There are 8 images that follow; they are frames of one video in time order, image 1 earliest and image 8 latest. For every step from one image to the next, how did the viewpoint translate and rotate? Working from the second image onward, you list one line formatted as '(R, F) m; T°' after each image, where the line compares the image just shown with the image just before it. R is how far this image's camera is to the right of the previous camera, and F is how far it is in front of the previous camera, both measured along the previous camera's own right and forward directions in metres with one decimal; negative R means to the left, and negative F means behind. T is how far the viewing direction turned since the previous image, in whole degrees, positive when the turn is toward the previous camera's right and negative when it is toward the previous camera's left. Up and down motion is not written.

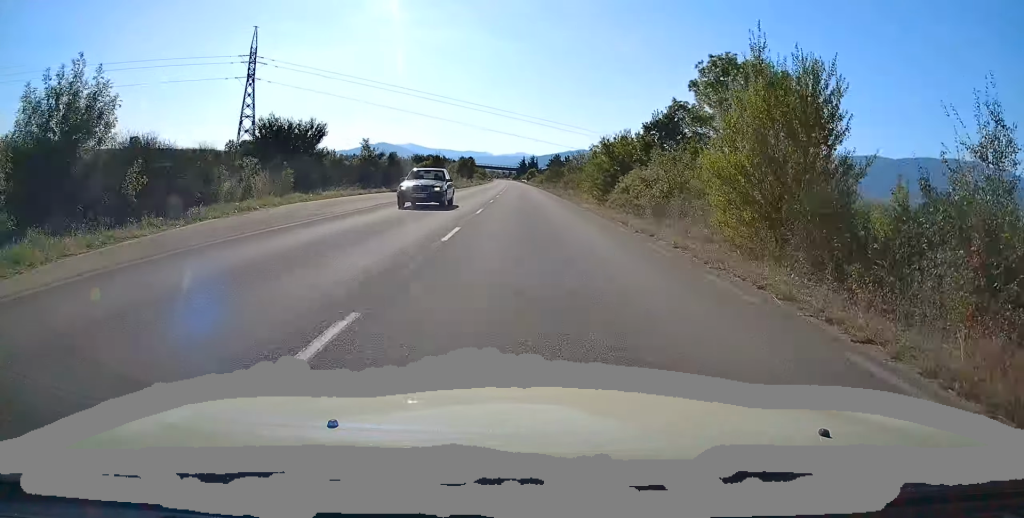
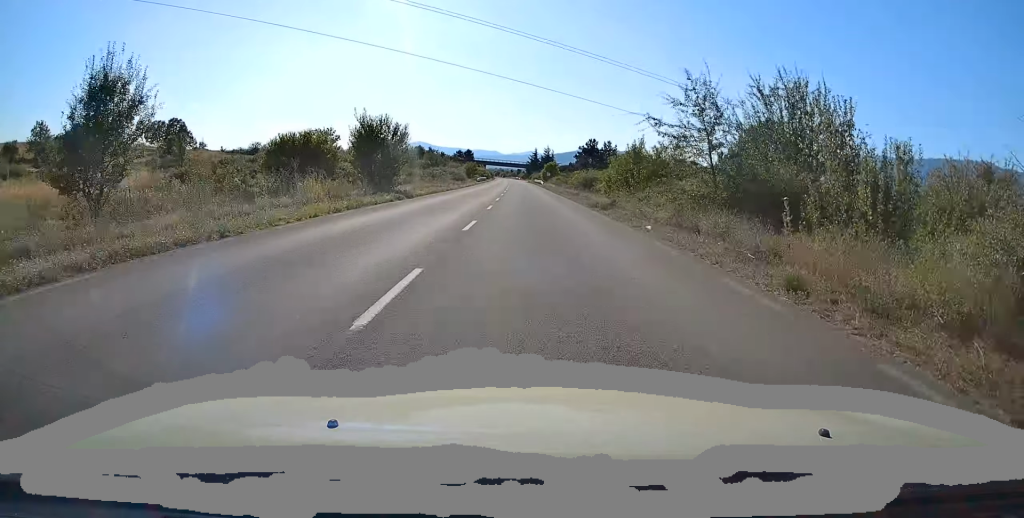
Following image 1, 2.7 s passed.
(0.0, +69.3) m; 0°
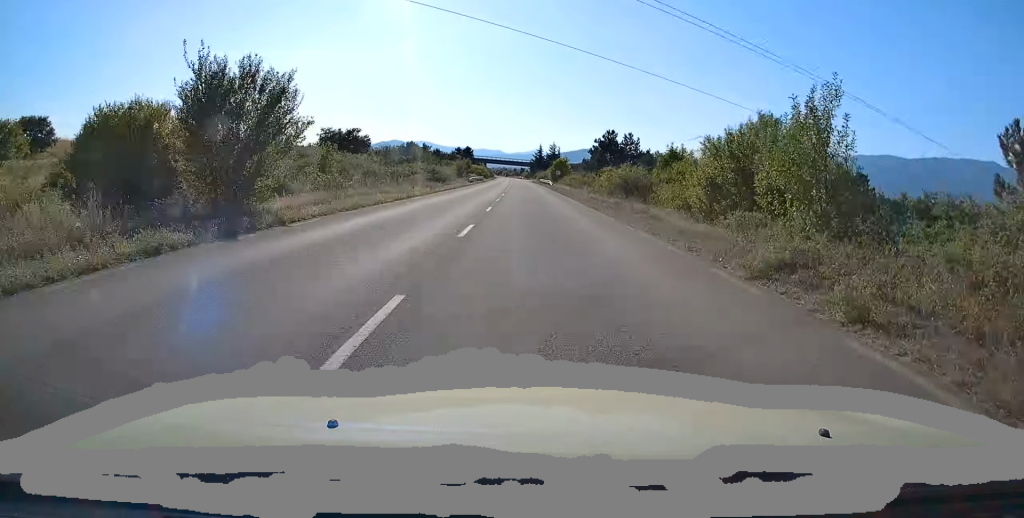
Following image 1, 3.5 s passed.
(-0.3, +19.4) m; -1°
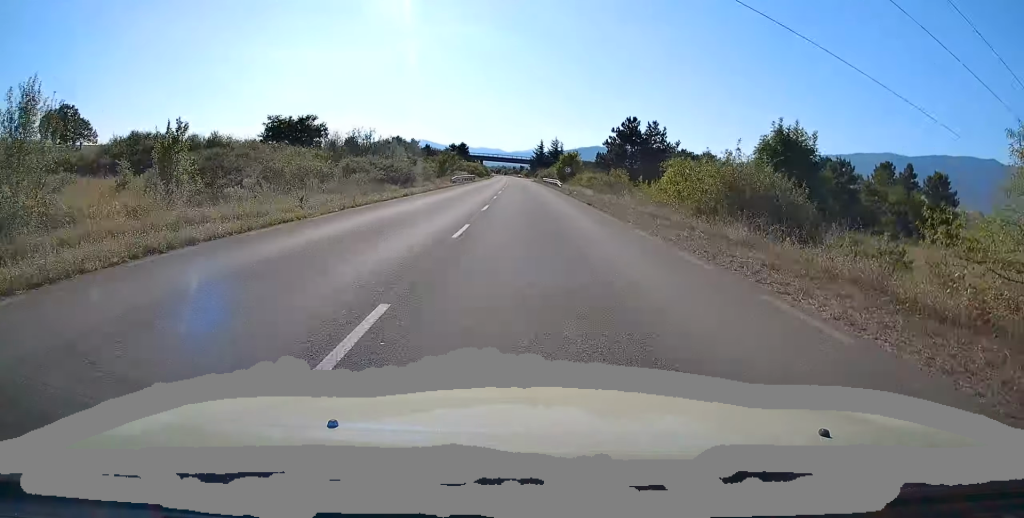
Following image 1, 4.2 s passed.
(-0.1, +18.4) m; -1°
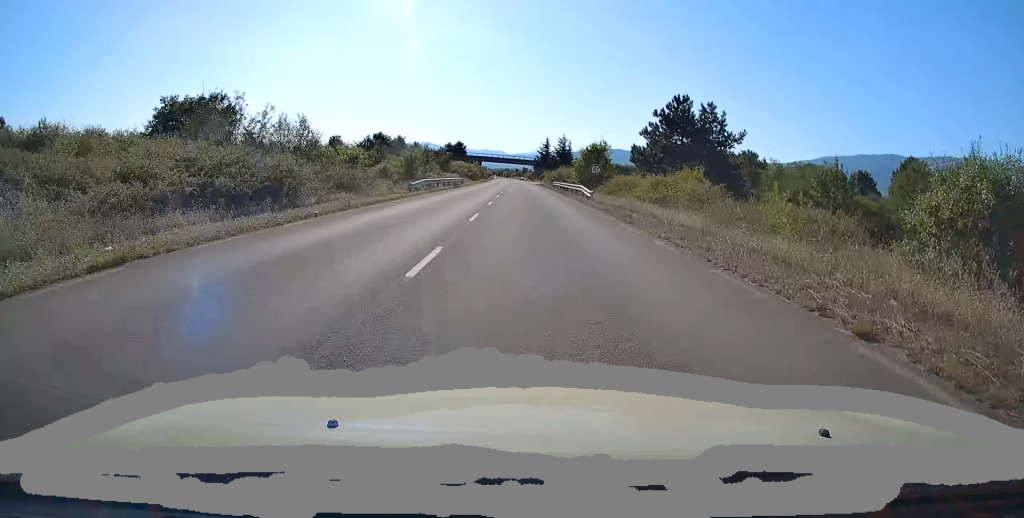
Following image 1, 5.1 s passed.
(-0.2, +22.4) m; 0°
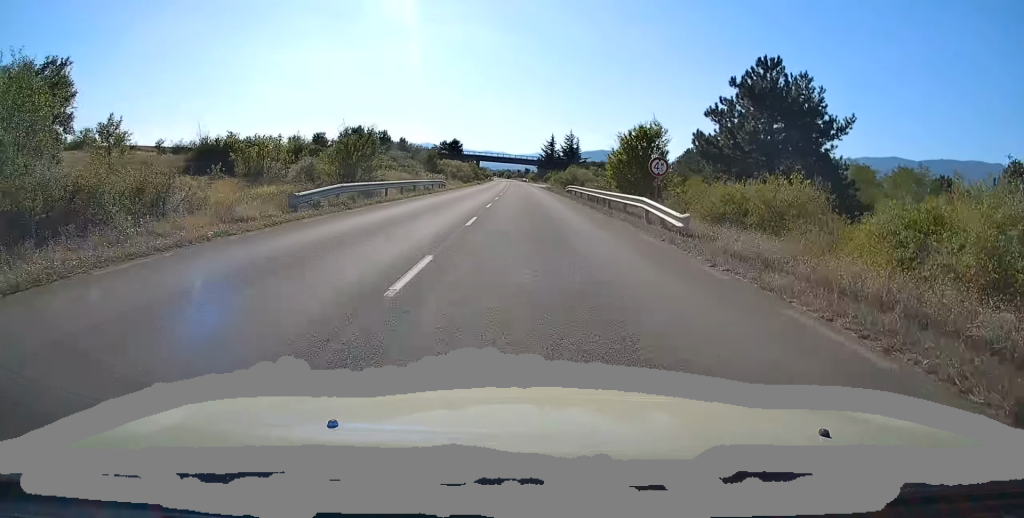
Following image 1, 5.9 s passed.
(-0.2, +18.8) m; 0°
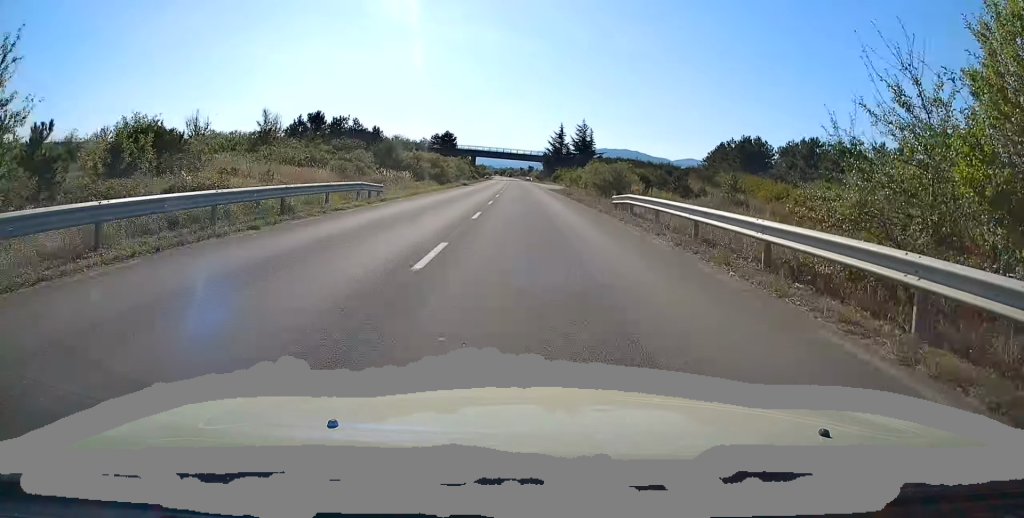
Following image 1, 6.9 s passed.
(+0.3, +25.2) m; 0°
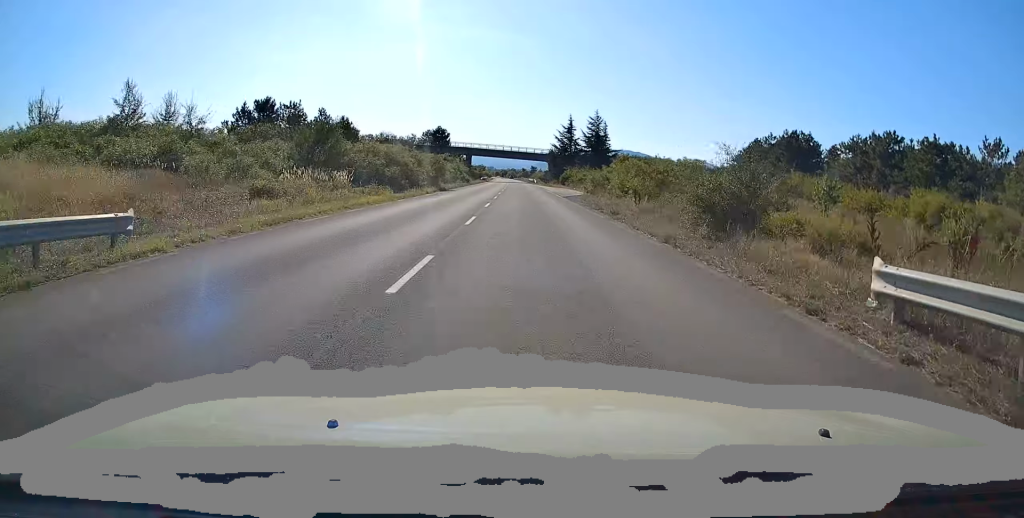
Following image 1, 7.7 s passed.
(-0.3, +19.4) m; -1°
